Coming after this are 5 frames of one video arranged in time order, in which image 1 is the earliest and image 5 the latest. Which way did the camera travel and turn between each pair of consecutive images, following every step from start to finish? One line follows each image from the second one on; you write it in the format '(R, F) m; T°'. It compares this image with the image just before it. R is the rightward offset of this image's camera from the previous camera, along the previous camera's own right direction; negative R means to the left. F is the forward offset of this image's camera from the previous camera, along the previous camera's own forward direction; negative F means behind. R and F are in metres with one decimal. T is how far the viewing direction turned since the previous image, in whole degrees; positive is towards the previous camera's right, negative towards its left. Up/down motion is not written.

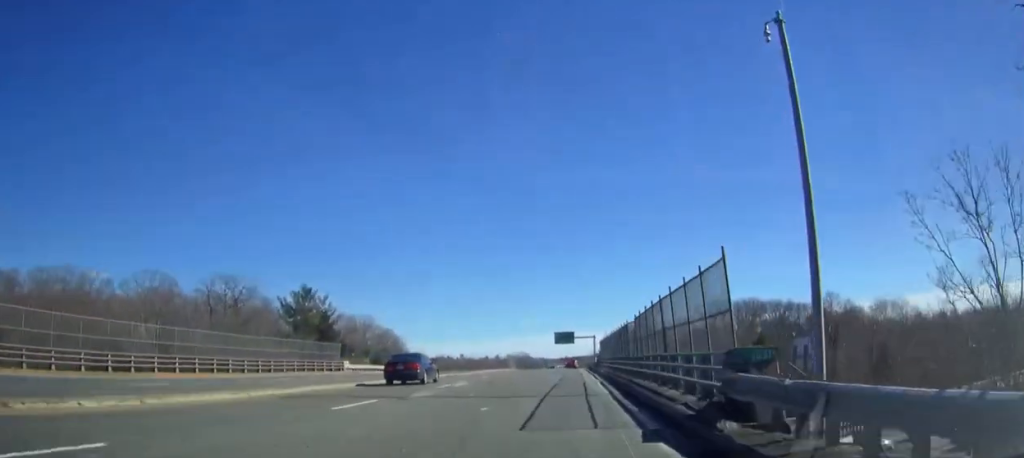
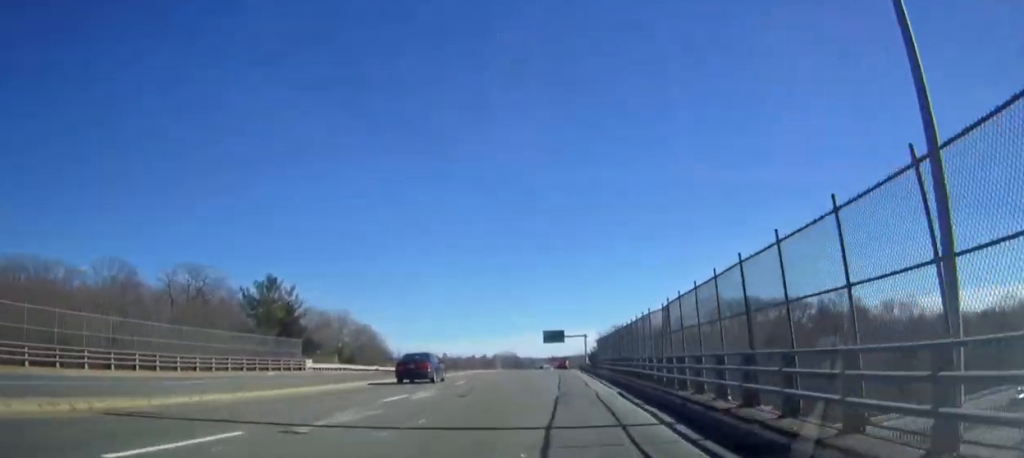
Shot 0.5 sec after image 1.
(0.0, +8.7) m; +1°
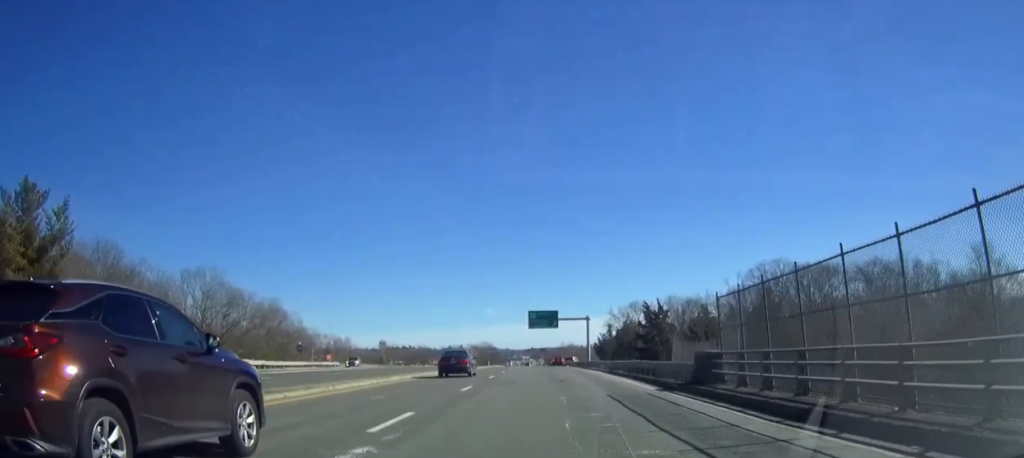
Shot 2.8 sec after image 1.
(+1.1, +45.2) m; +2°
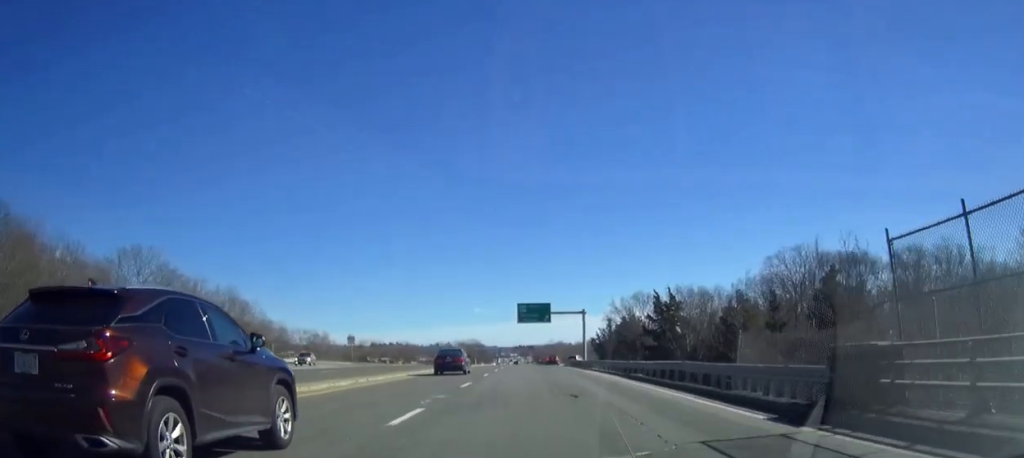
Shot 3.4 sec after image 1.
(0.0, +11.5) m; 0°
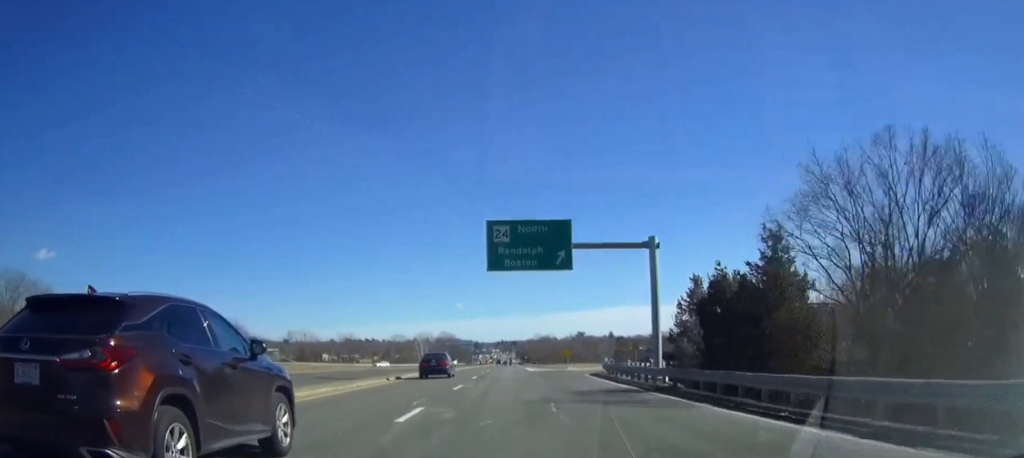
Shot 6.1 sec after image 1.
(+0.7, +59.2) m; +1°
